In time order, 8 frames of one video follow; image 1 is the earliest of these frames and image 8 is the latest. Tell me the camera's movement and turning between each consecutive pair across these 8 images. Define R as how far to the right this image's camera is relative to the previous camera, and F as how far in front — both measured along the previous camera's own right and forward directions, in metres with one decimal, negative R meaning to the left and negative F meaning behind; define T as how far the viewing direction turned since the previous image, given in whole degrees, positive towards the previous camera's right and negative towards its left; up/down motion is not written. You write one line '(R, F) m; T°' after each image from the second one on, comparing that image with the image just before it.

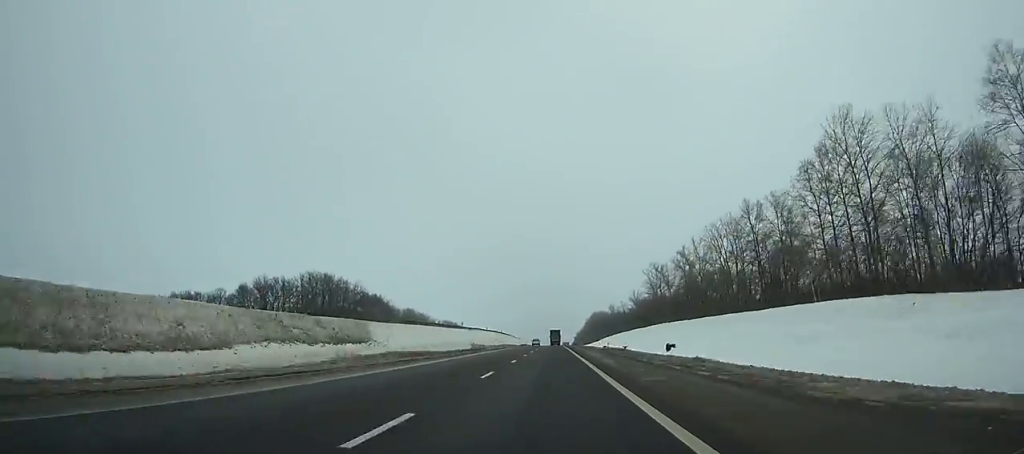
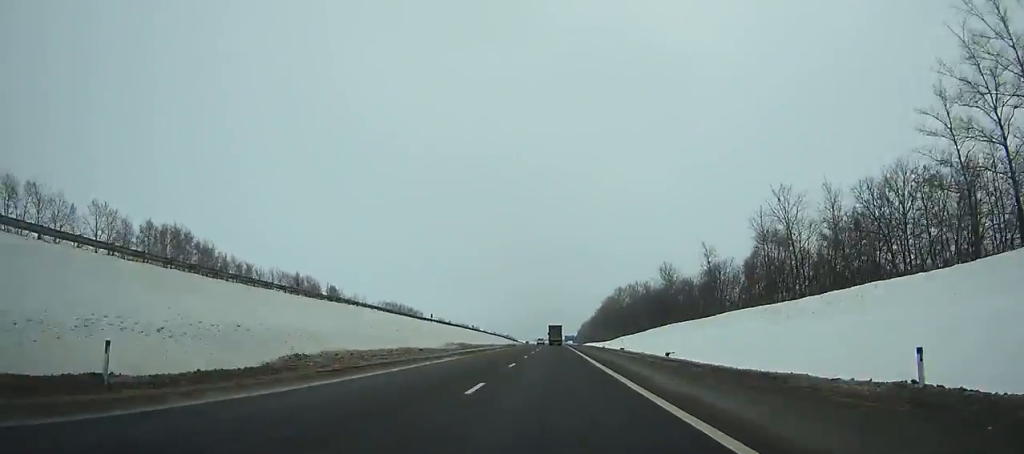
(0.0, +150.0) m; 0°
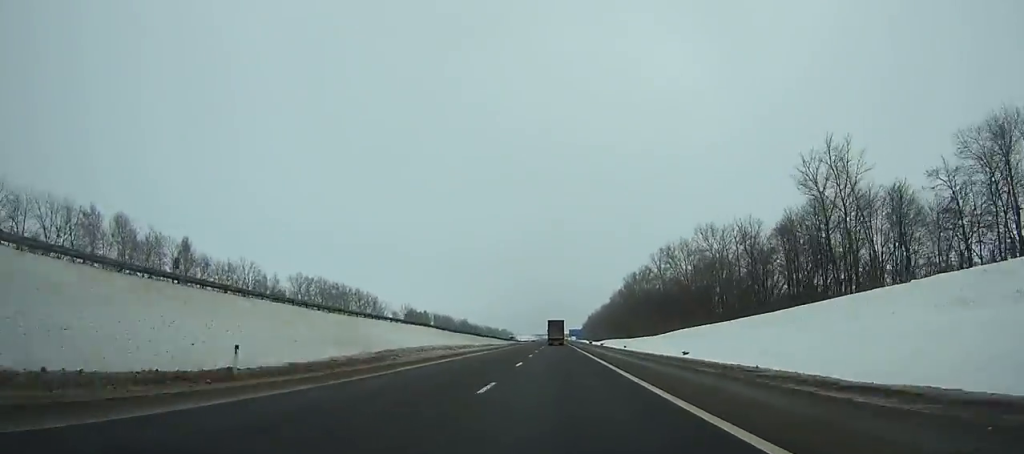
(+0.1, +96.9) m; 0°
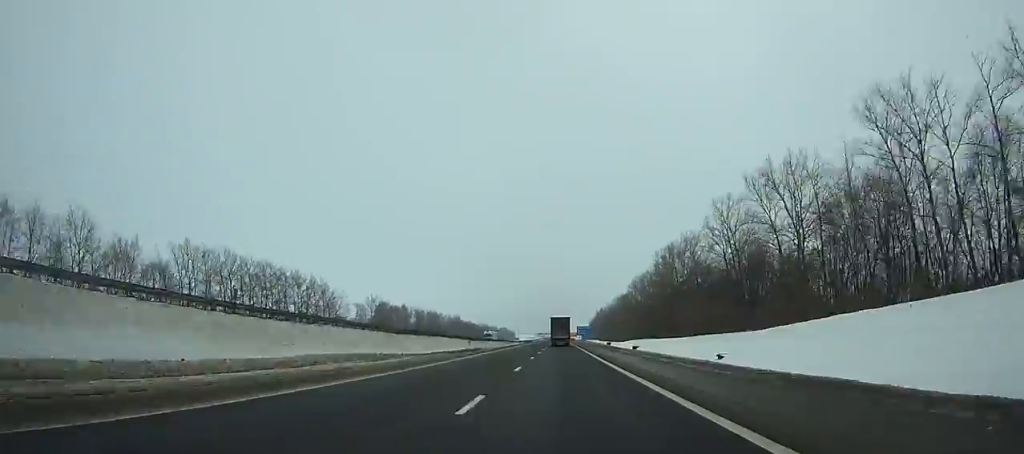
(-0.2, +63.5) m; 0°
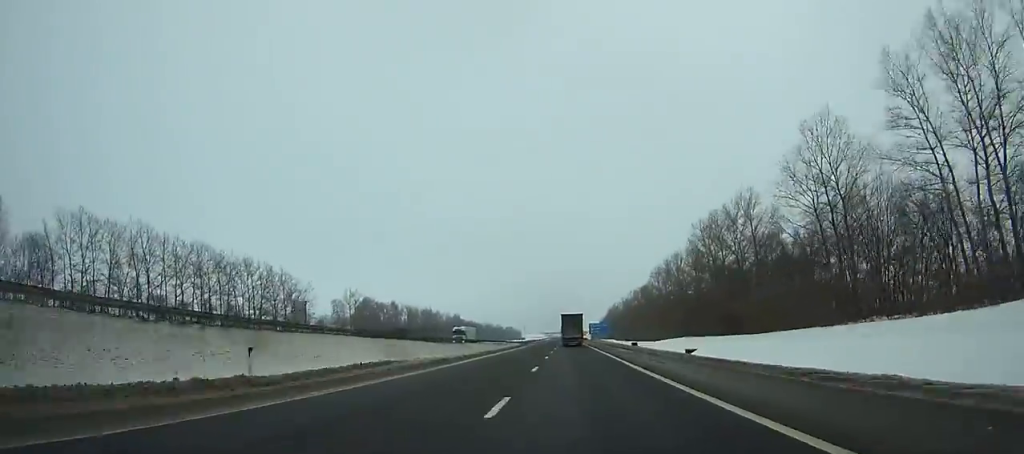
(0.0, +37.6) m; 0°
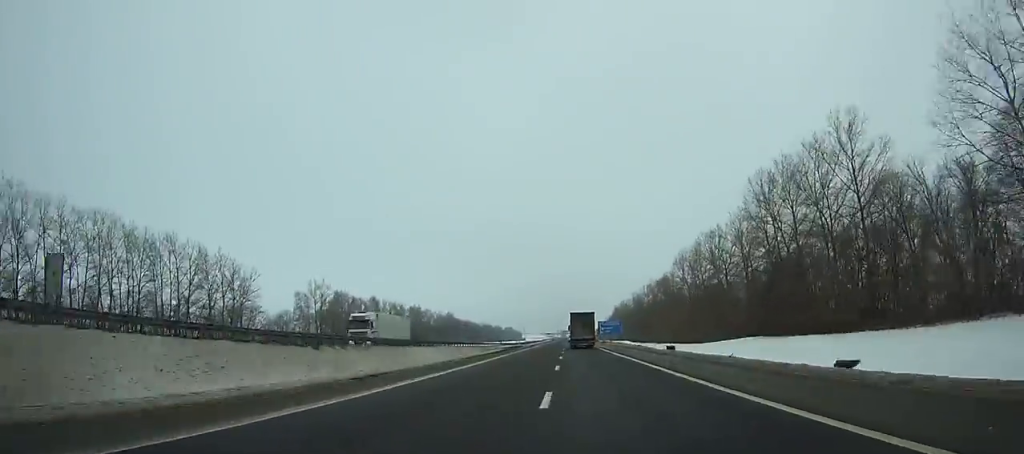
(-0.1, +35.3) m; 0°
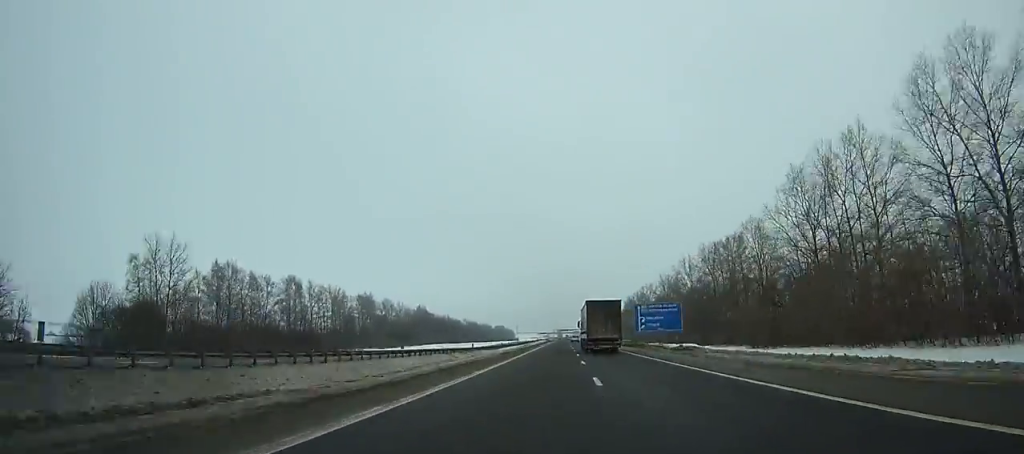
(-0.1, +79.7) m; 0°
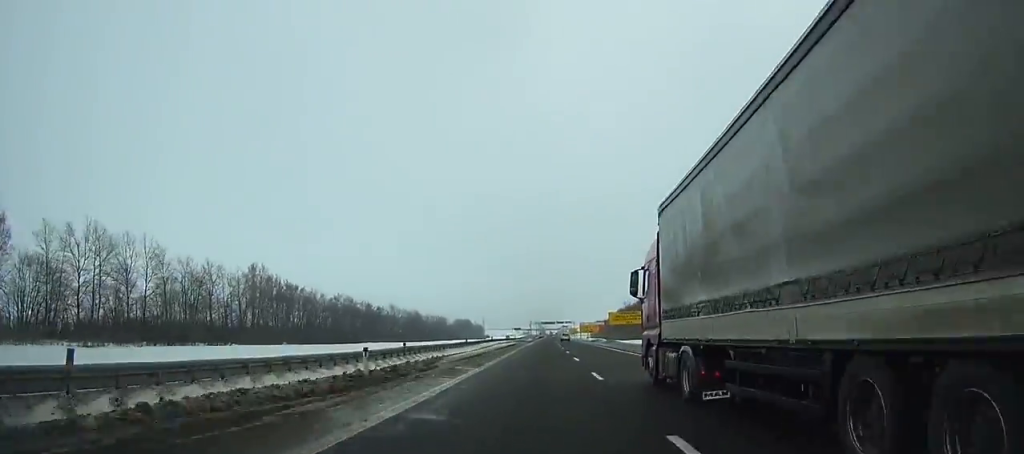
(+1.7, +177.9) m; +1°
